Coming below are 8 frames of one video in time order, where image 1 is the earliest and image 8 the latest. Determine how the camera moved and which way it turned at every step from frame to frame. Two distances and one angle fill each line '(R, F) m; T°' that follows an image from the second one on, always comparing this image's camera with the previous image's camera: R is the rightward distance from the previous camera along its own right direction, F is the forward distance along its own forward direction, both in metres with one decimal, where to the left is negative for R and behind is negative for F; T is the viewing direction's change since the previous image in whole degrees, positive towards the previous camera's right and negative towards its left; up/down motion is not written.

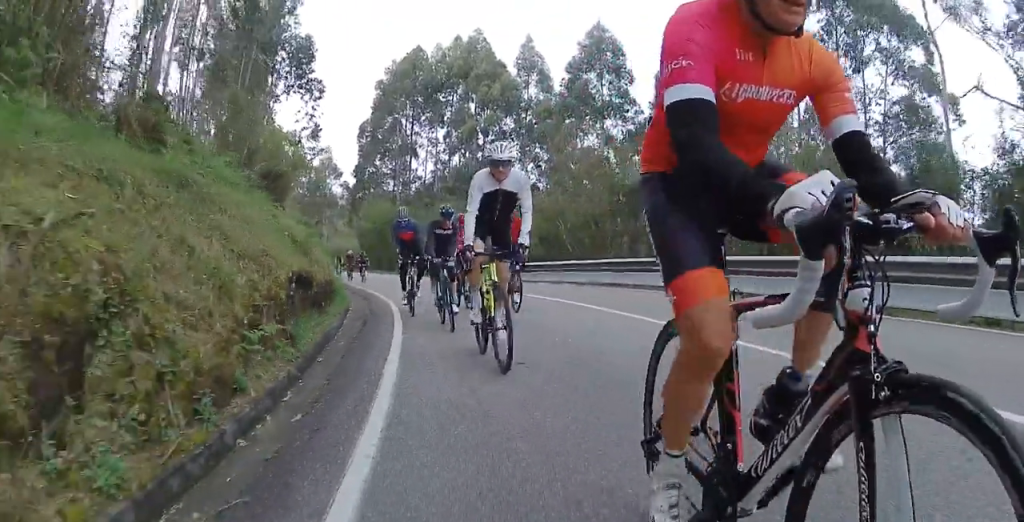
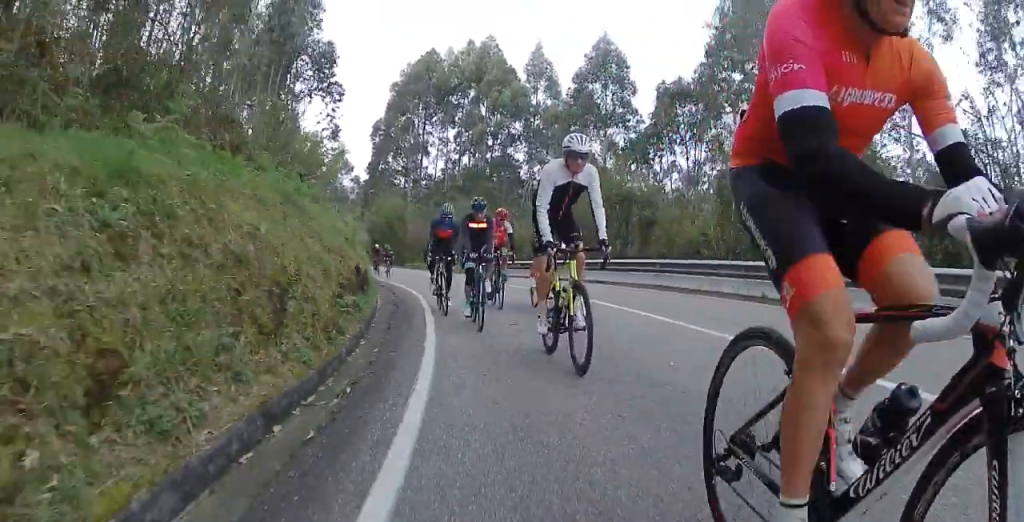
(0.0, +2.8) m; +2°
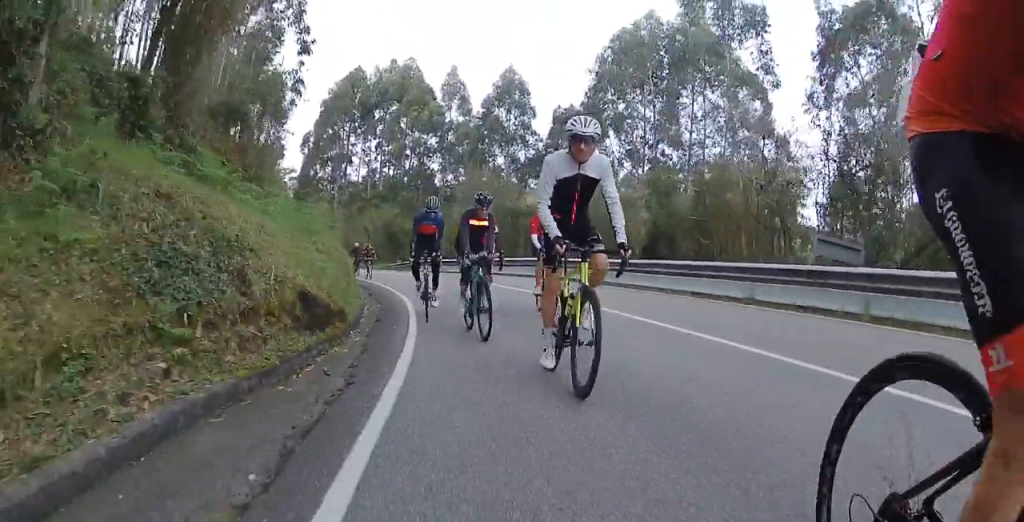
(+1.1, +8.6) m; +13°
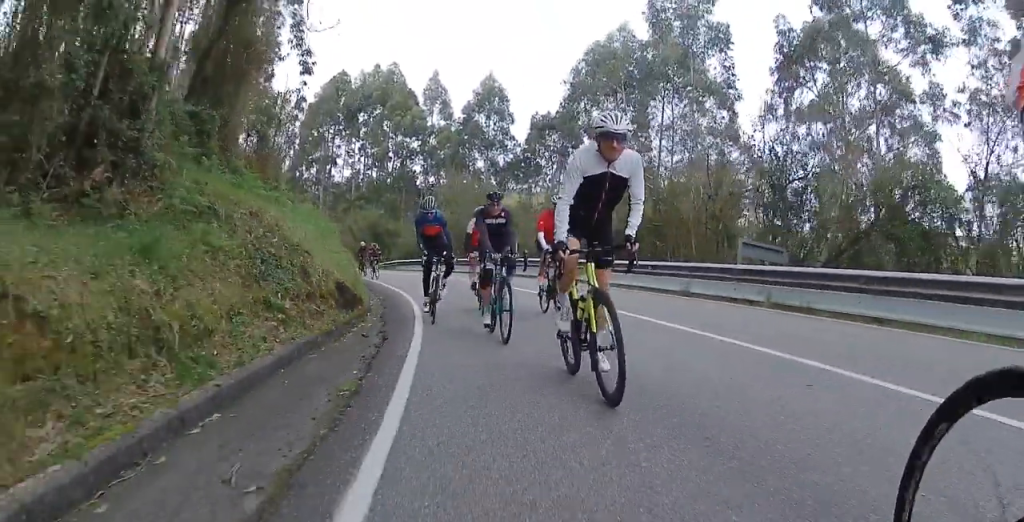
(0.0, +2.7) m; +1°
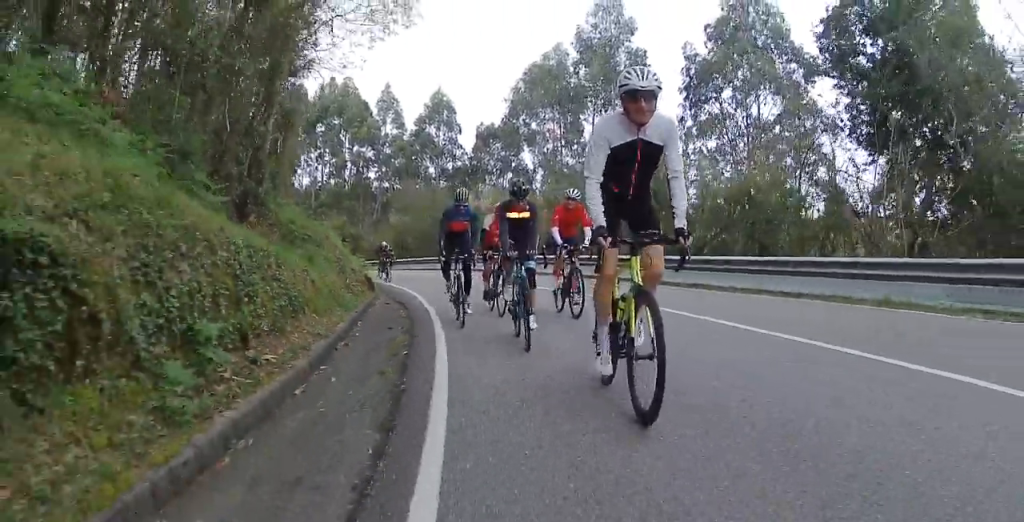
(+0.1, +6.5) m; +4°
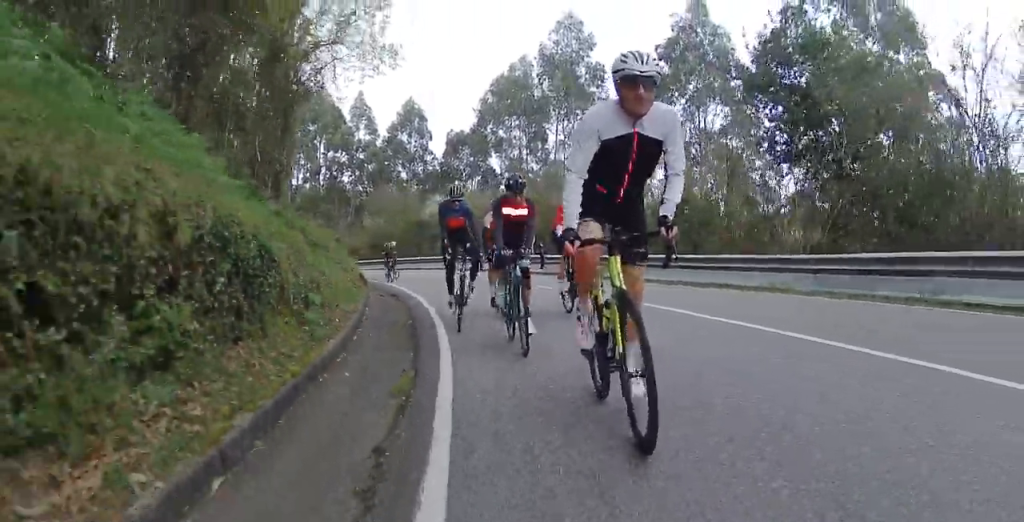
(+0.2, +3.2) m; +4°
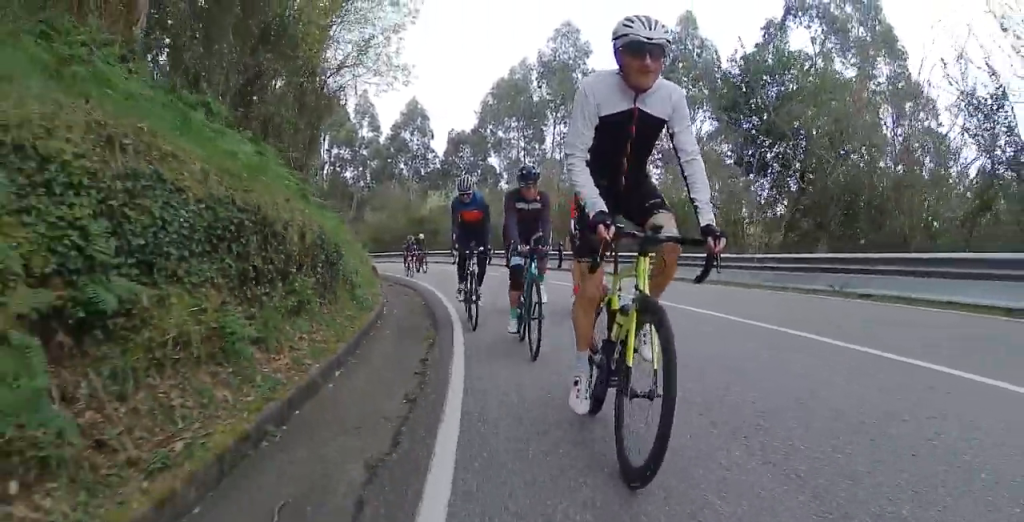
(+0.1, +2.5) m; +3°
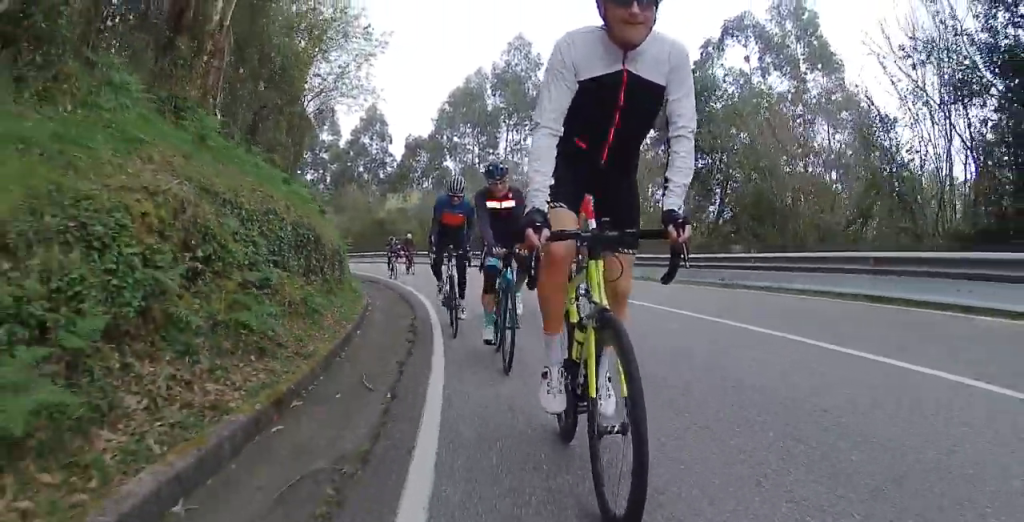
(0.0, +2.9) m; +3°
